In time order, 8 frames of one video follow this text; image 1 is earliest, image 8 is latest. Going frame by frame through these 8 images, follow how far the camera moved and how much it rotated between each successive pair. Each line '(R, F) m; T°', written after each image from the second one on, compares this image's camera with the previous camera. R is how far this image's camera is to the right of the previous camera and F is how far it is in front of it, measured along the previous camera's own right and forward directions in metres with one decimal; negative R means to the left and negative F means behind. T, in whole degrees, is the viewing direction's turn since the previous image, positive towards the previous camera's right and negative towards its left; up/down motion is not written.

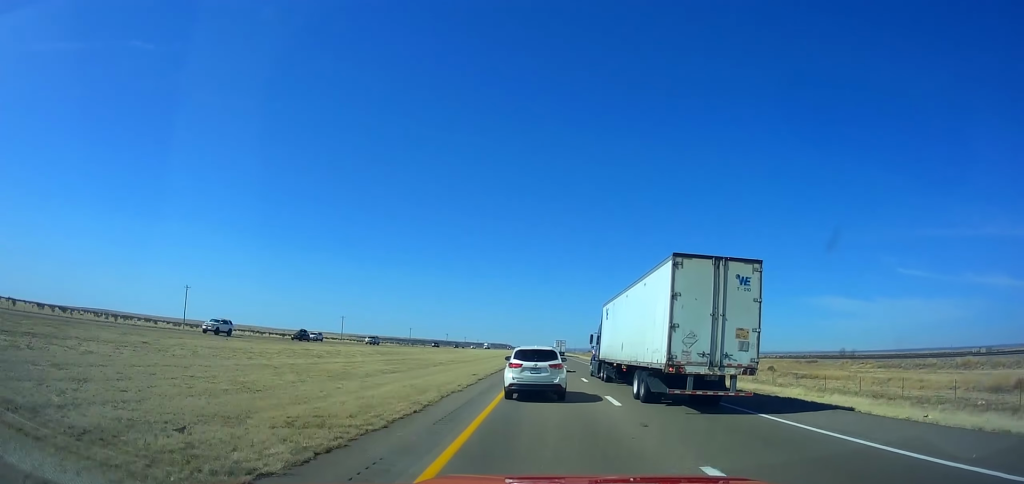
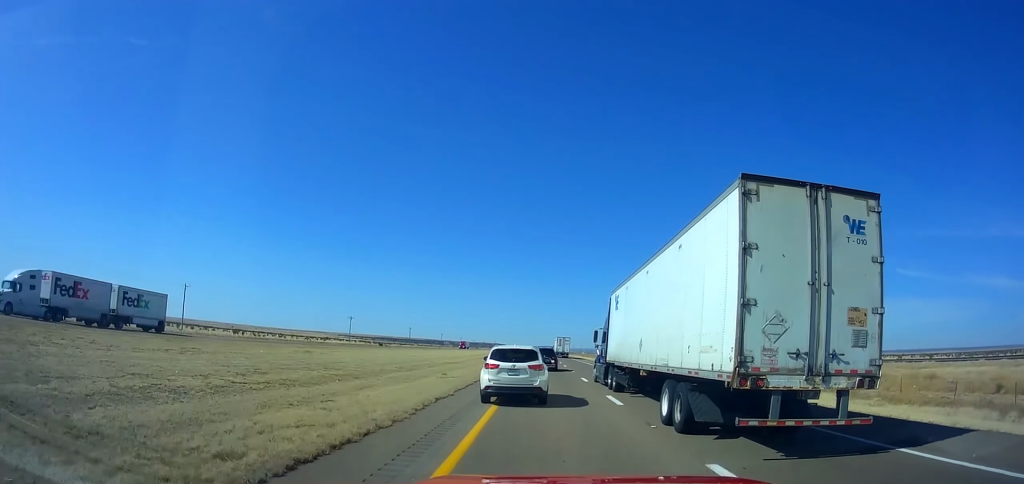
(+0.7, +207.5) m; 0°
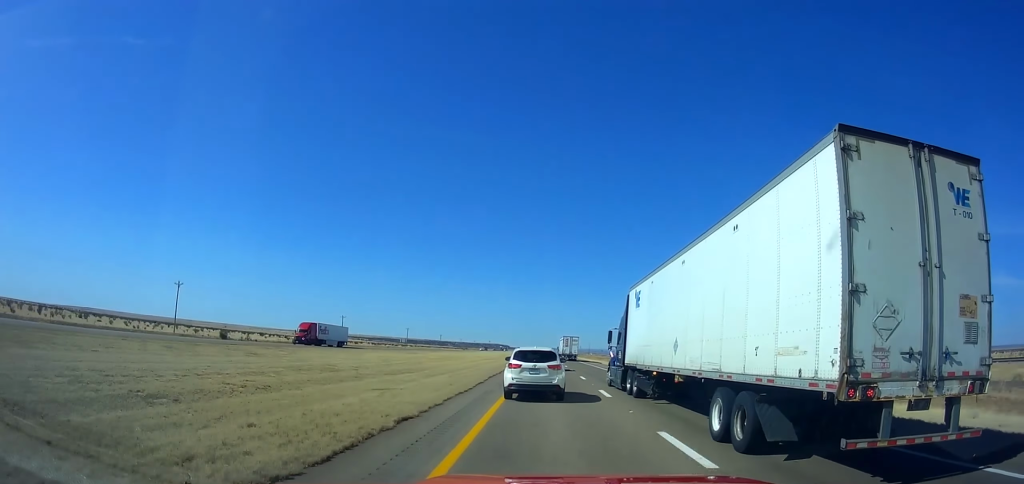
(-0.9, +108.3) m; 0°
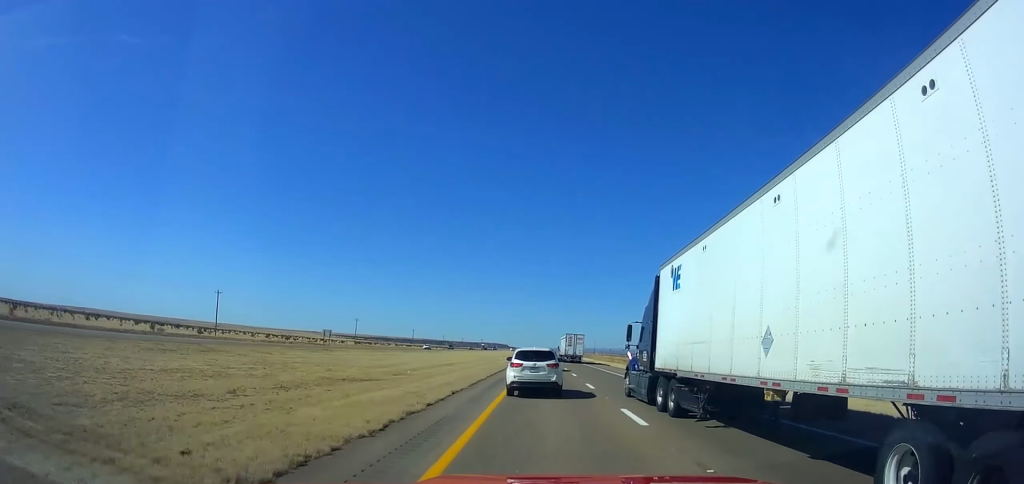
(+0.7, +79.6) m; 0°
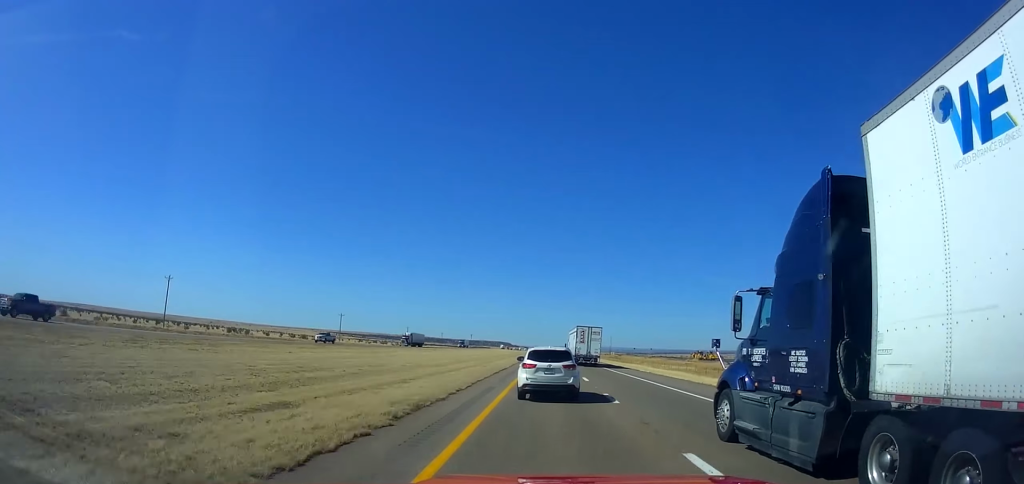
(-0.4, +111.6) m; -1°
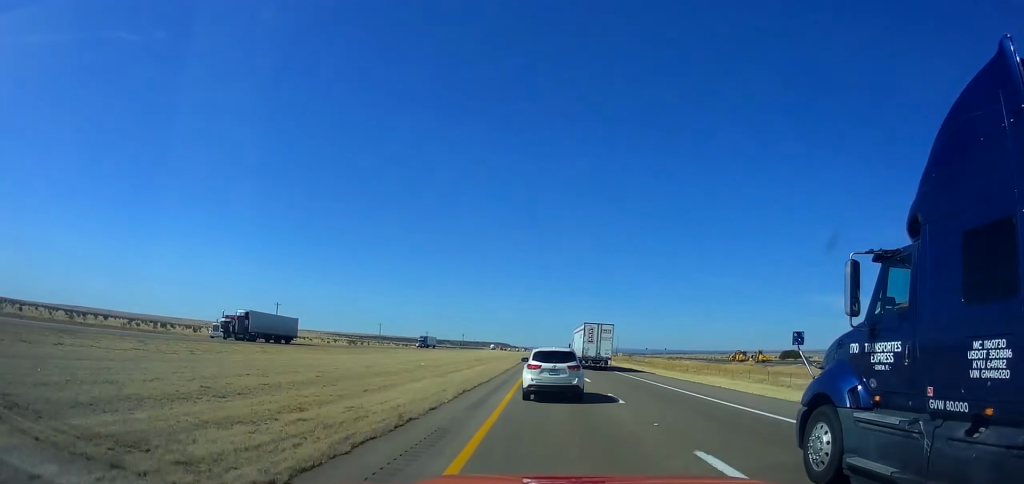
(-0.3, +45.4) m; 0°
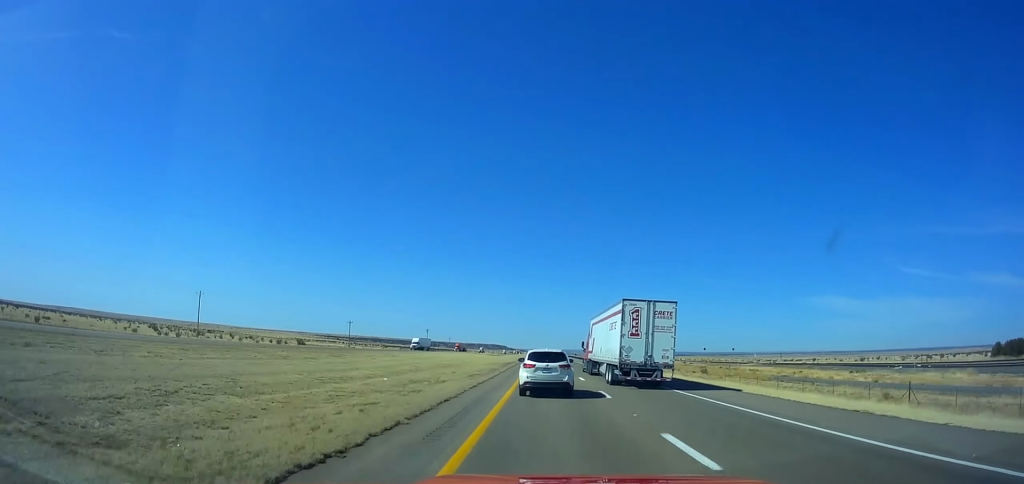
(+0.1, +120.5) m; 0°
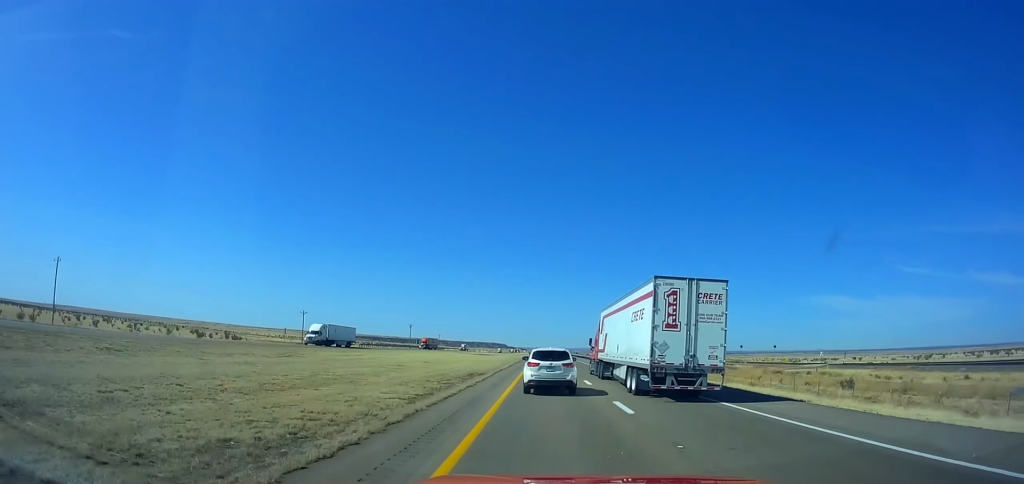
(+0.3, +70.6) m; 0°
